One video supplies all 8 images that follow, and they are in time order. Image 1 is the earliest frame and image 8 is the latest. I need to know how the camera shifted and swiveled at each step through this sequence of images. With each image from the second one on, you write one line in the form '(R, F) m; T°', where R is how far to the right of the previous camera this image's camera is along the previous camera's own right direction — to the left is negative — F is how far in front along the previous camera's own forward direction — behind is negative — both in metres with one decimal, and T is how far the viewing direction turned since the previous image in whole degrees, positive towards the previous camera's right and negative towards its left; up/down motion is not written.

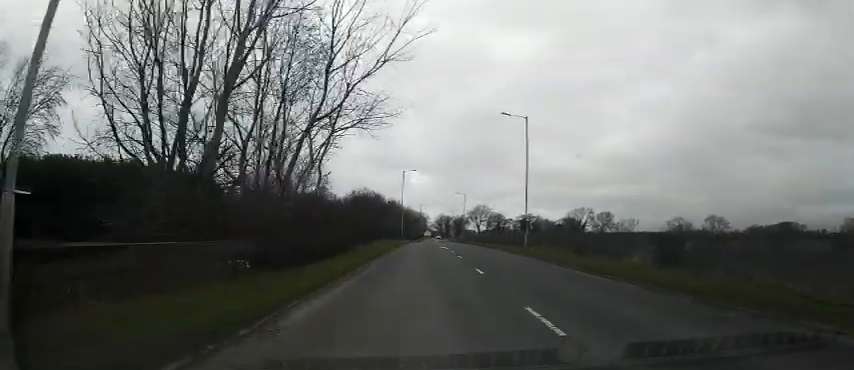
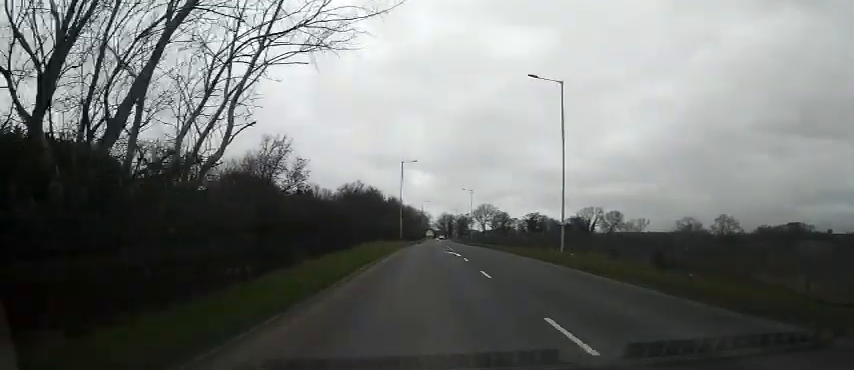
(-0.1, +10.1) m; 0°
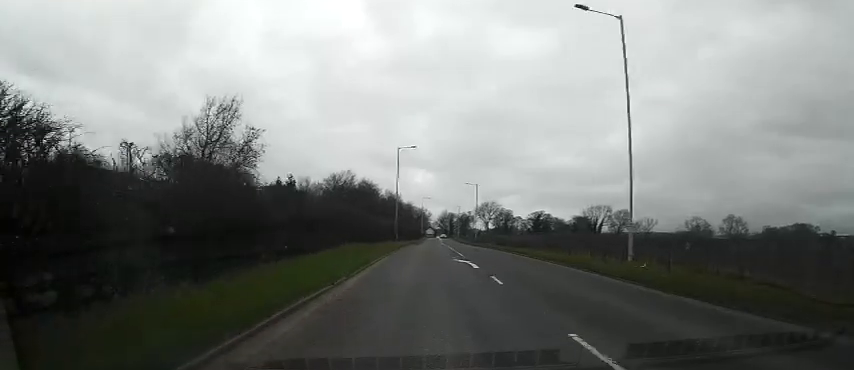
(0.0, +10.1) m; 0°
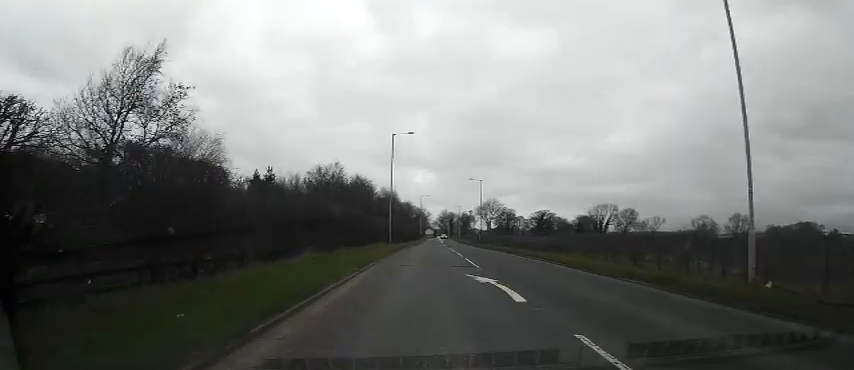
(0.0, +8.4) m; 0°
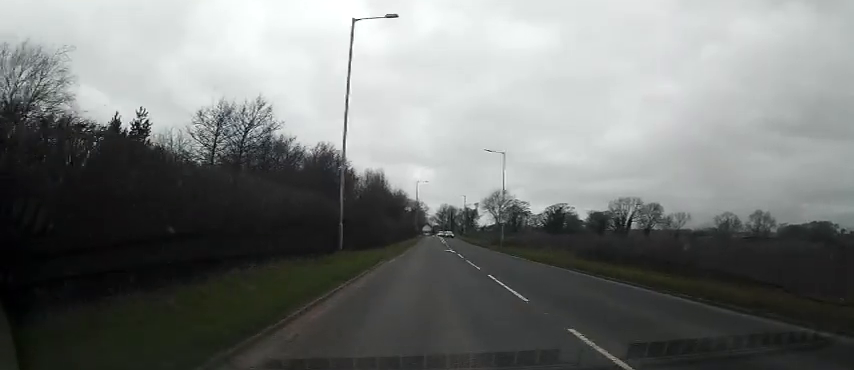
(0.0, +26.1) m; 0°
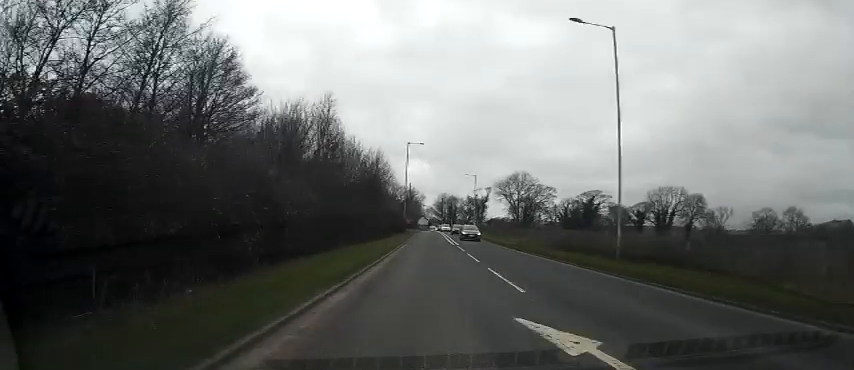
(0.0, +35.5) m; 0°
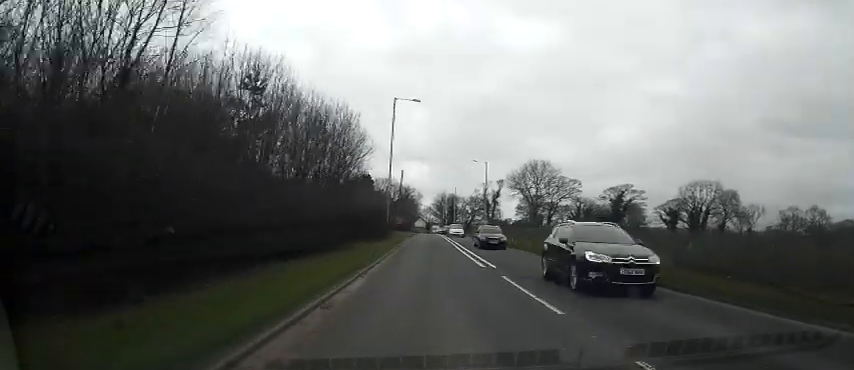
(0.0, +20.3) m; 0°
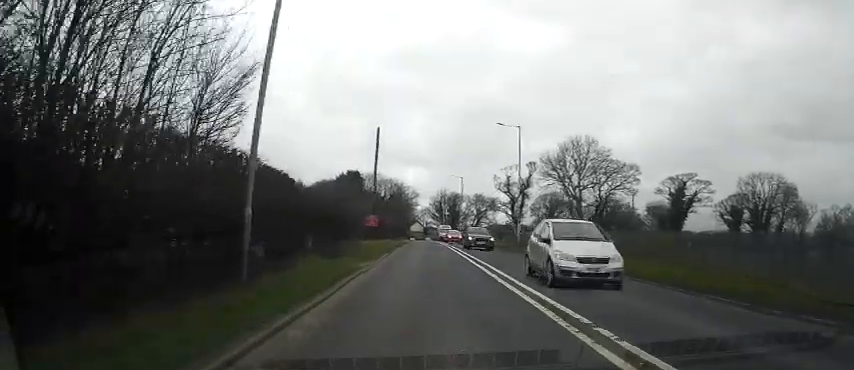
(+0.1, +28.5) m; 0°
